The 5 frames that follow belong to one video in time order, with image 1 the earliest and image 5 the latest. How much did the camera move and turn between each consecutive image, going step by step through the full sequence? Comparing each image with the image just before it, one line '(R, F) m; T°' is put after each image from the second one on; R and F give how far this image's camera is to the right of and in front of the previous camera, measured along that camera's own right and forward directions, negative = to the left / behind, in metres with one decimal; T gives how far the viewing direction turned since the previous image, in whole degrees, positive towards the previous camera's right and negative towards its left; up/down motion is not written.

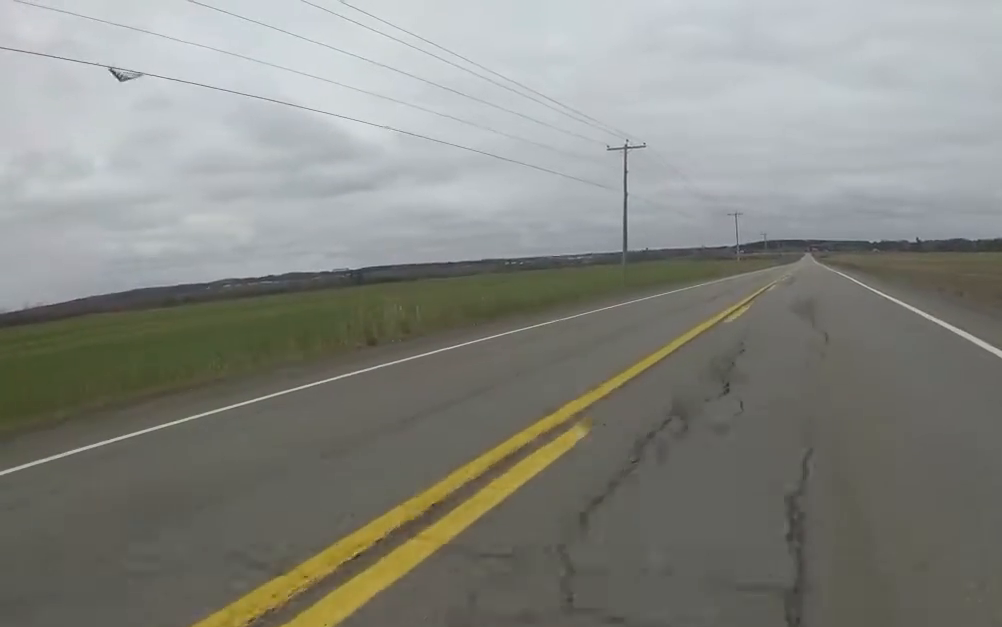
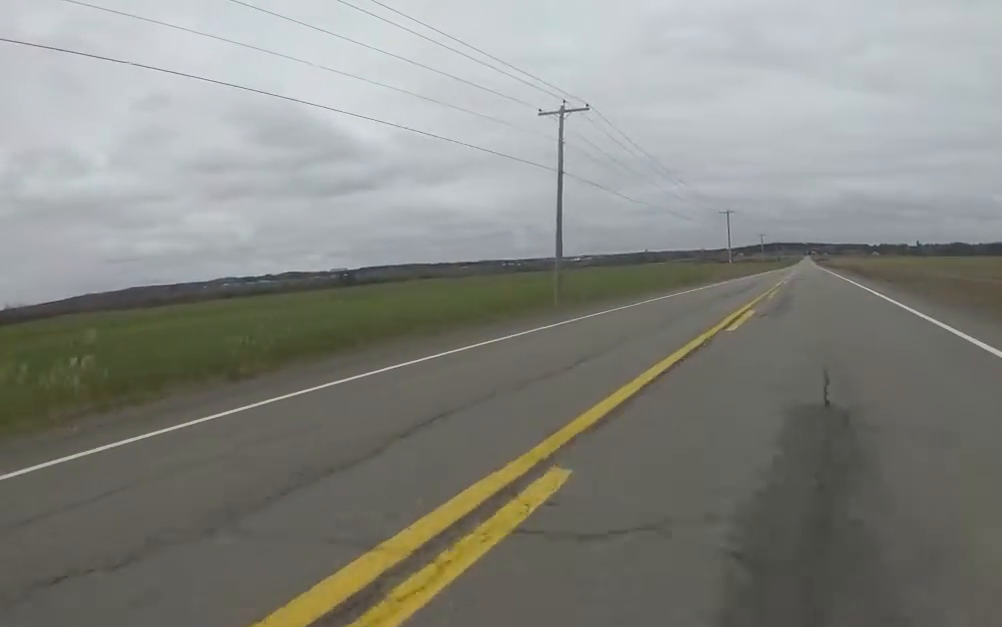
(+0.2, +9.6) m; -1°
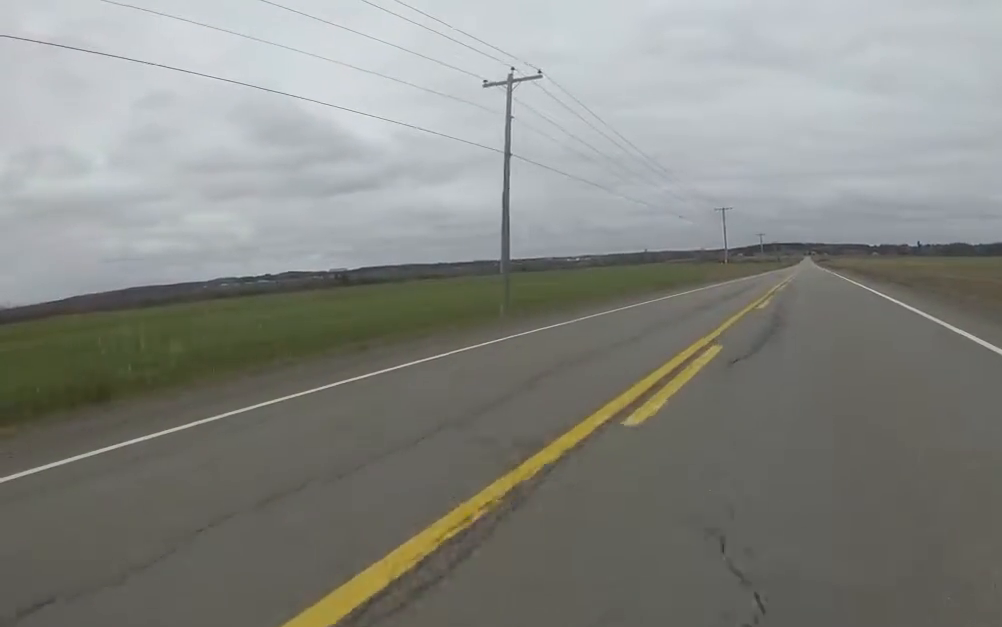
(-0.1, +4.7) m; -1°
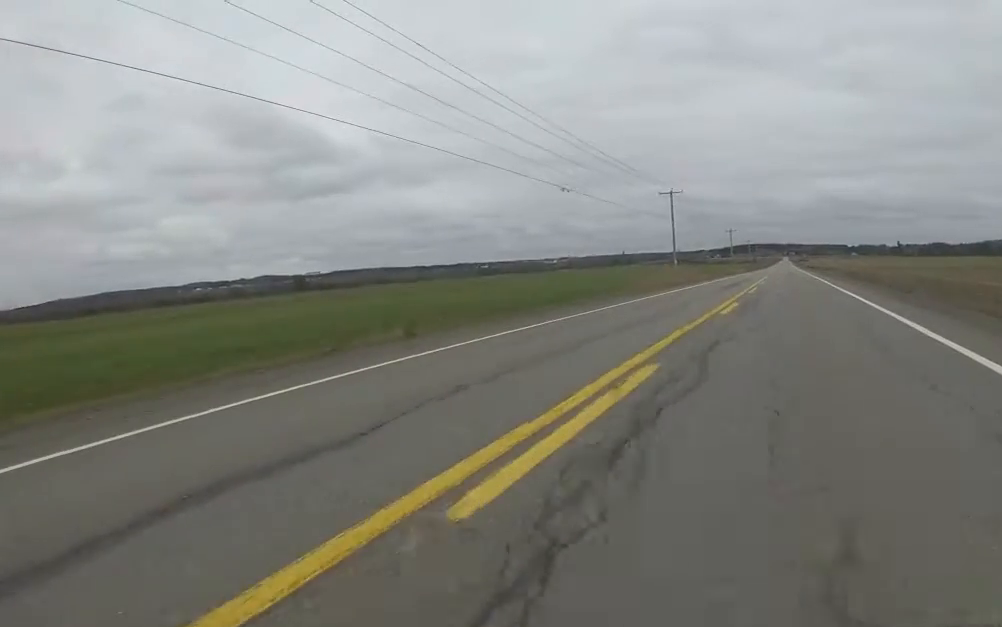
(+1.9, +18.7) m; +8°
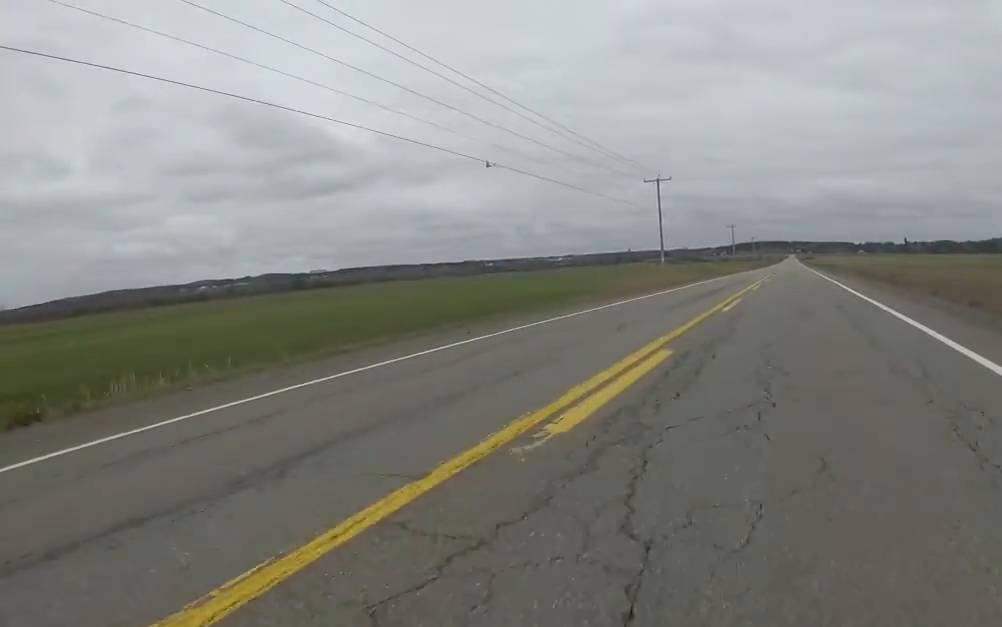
(-0.7, +7.8) m; -8°
